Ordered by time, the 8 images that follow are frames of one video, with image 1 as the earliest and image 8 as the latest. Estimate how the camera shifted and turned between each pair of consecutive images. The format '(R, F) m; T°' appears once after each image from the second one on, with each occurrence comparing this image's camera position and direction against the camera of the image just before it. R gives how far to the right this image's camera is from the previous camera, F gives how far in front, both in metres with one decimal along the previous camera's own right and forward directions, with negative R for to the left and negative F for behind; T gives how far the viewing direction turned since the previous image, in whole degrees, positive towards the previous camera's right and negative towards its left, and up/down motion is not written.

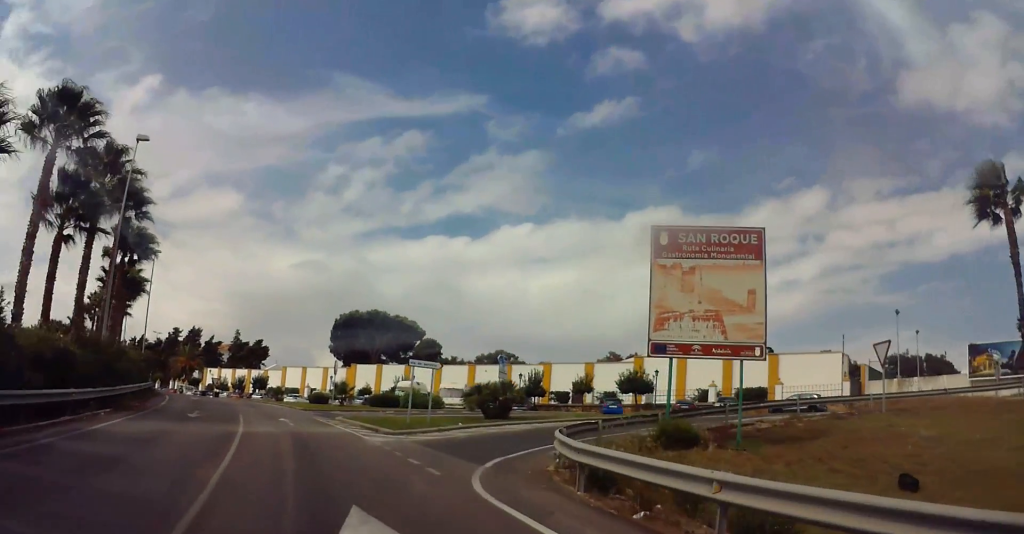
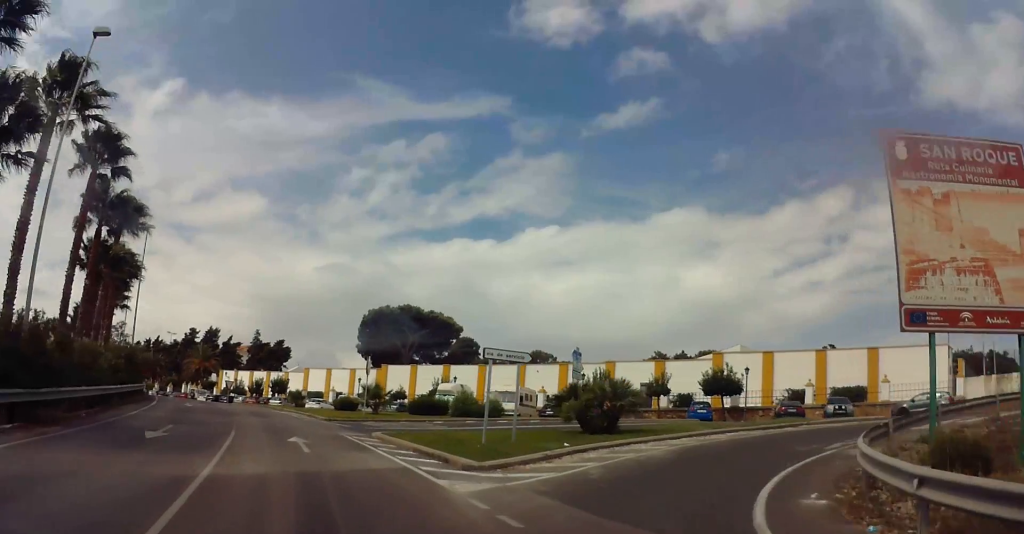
(0.0, +9.1) m; -6°
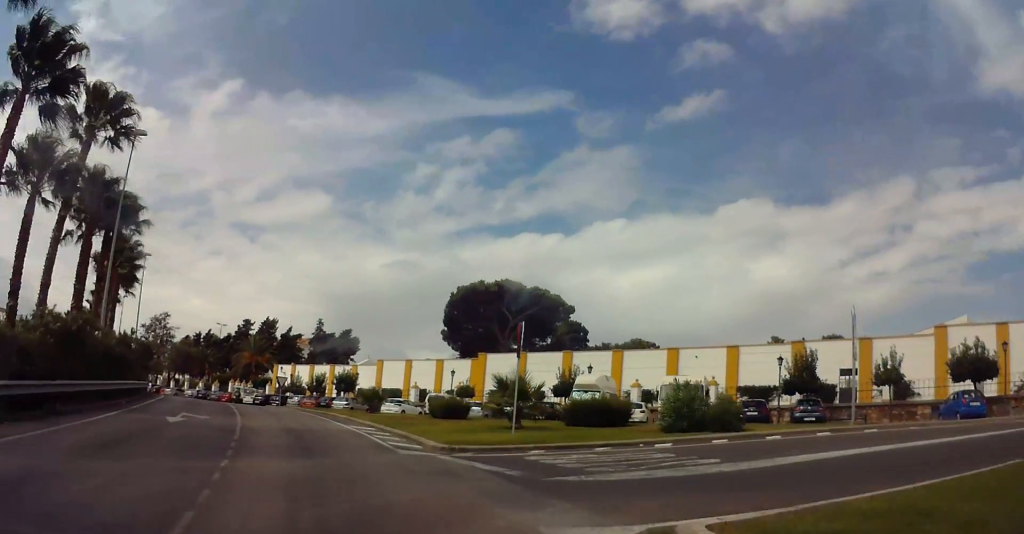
(-1.8, +15.8) m; -7°
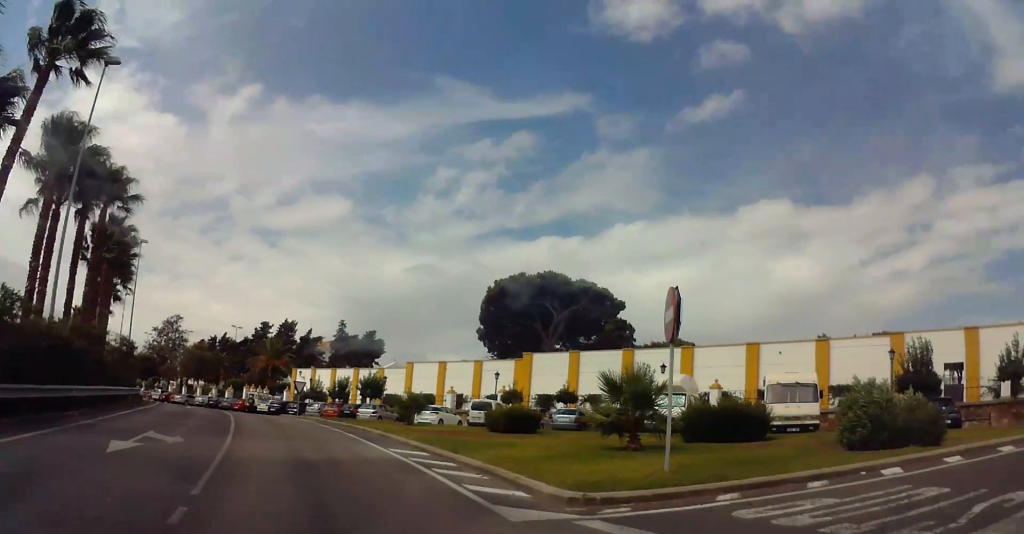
(0.0, +7.4) m; 0°
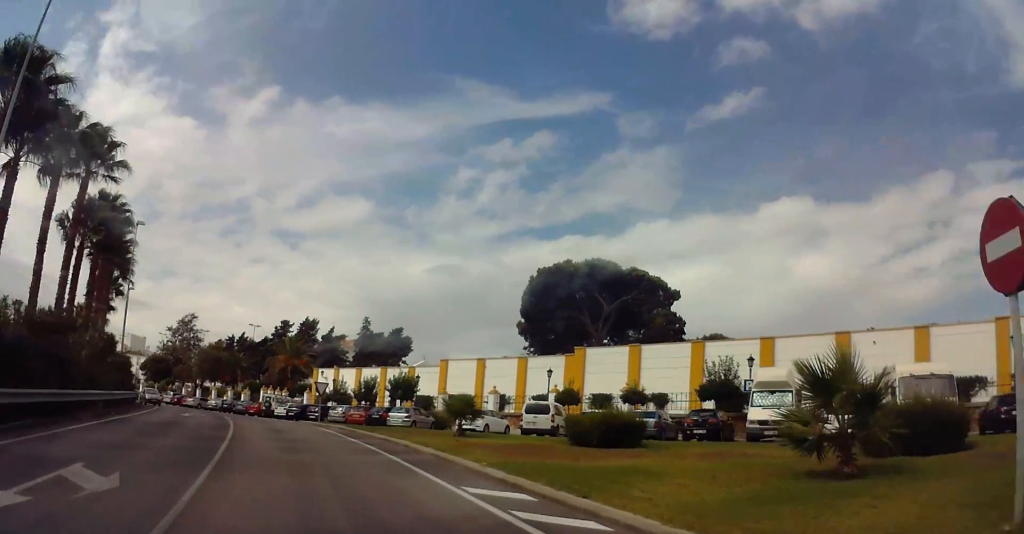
(0.0, +6.1) m; 0°
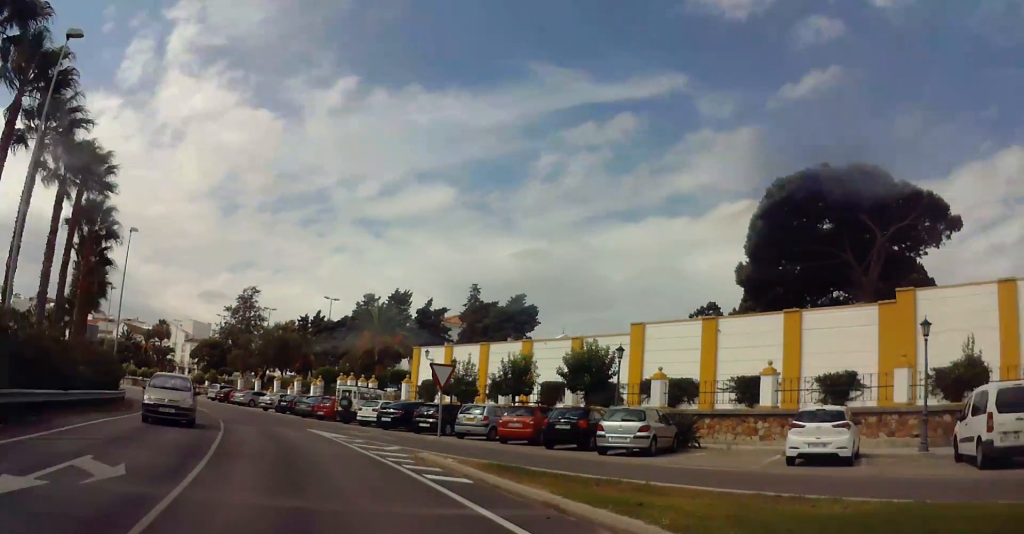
(0.0, +22.1) m; 0°
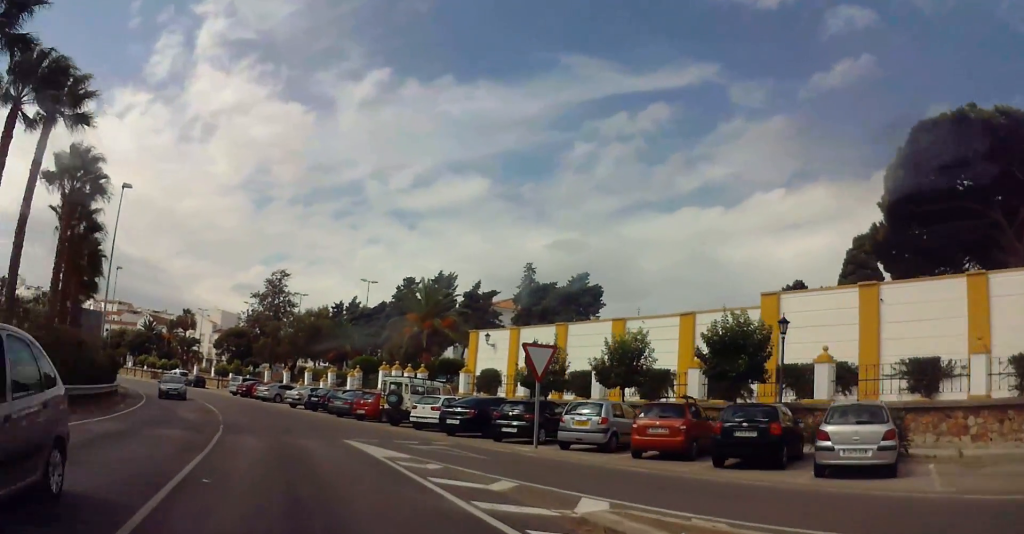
(0.0, +8.3) m; 0°
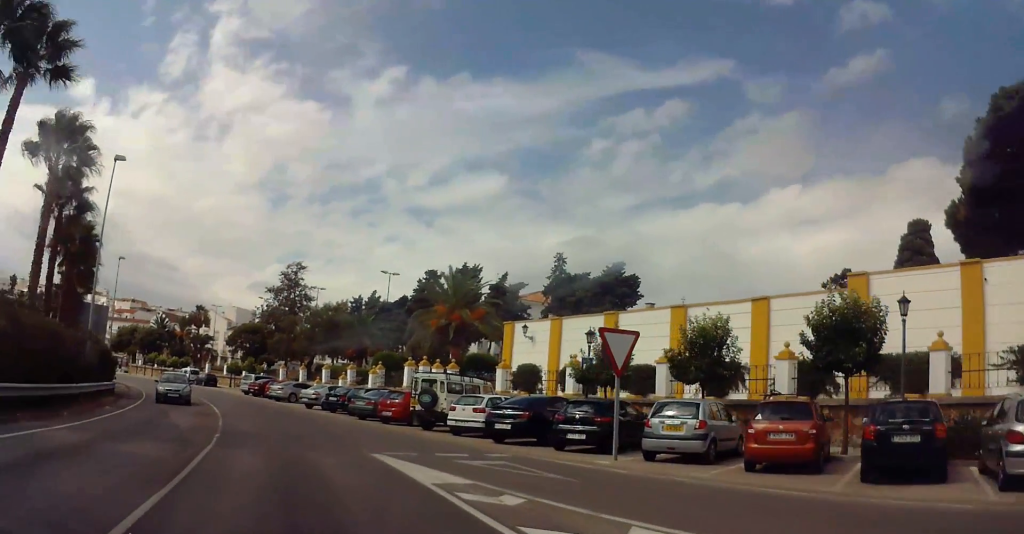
(0.0, +4.3) m; 0°
